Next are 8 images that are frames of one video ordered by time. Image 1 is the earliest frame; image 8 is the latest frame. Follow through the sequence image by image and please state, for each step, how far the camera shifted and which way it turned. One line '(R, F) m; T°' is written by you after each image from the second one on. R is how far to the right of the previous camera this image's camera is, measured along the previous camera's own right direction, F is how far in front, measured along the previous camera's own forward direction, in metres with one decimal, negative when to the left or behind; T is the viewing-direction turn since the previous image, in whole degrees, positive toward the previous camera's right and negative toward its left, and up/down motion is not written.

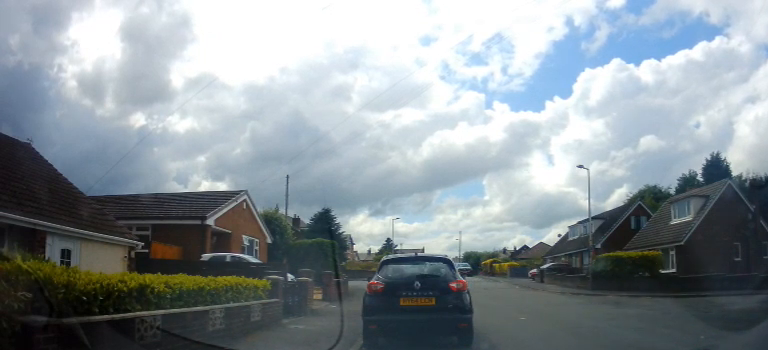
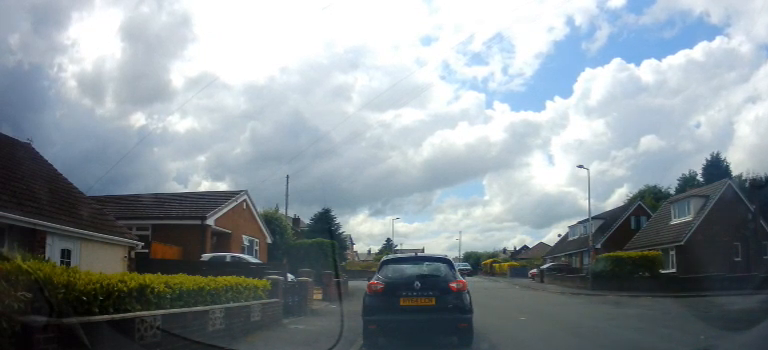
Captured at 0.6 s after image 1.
(0.0, 0.0) m; 0°
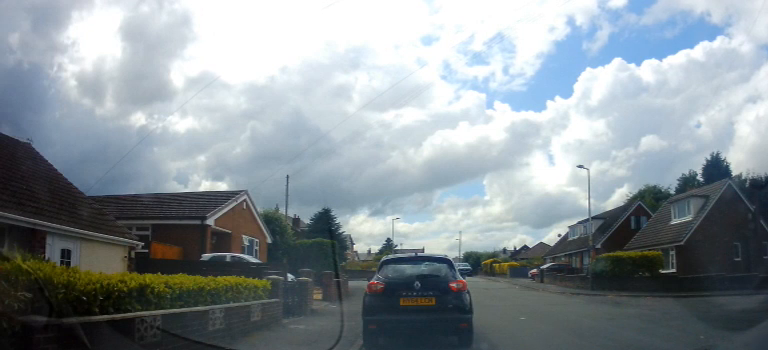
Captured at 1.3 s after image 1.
(0.0, 0.0) m; 0°
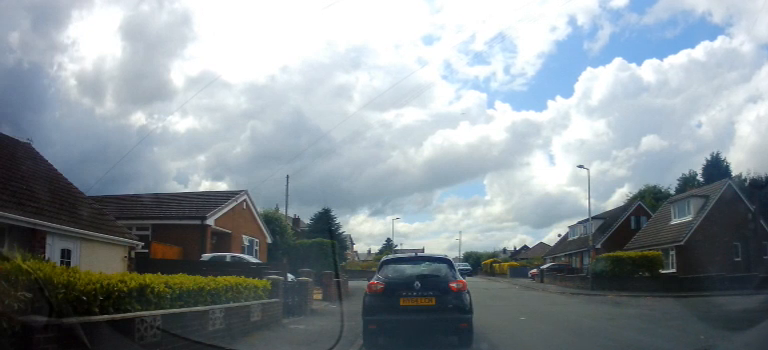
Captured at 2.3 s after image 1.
(0.0, 0.0) m; 0°
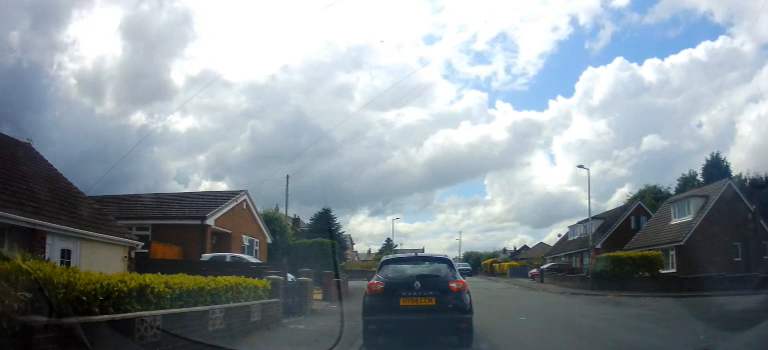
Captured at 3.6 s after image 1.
(0.0, 0.0) m; 0°
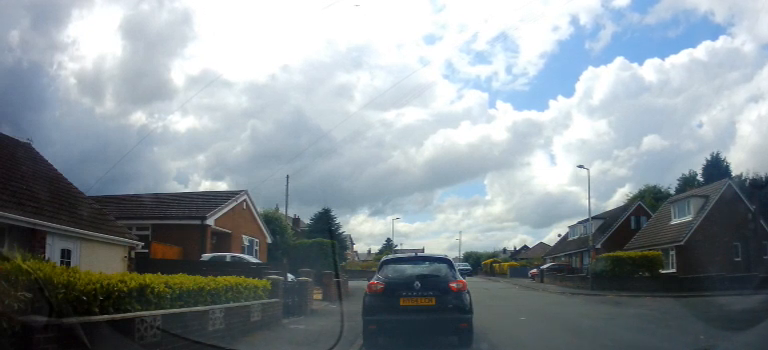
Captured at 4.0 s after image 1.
(0.0, 0.0) m; 0°
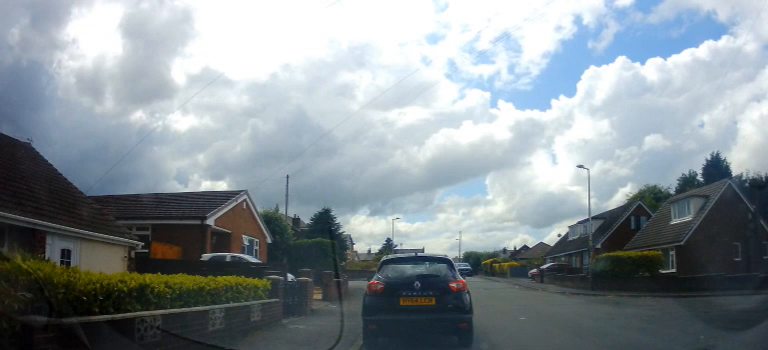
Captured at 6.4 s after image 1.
(0.0, 0.0) m; 0°
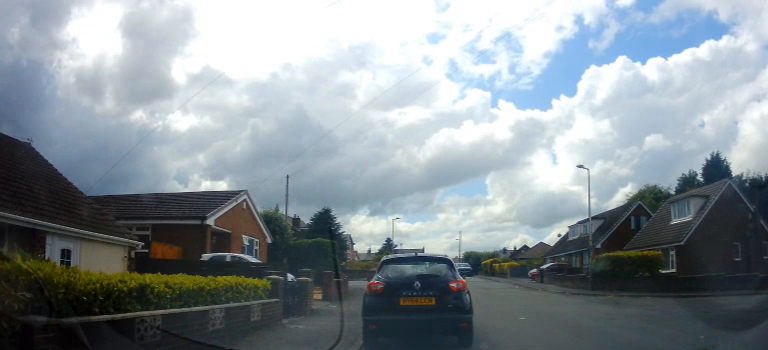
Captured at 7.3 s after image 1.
(0.0, 0.0) m; 0°
